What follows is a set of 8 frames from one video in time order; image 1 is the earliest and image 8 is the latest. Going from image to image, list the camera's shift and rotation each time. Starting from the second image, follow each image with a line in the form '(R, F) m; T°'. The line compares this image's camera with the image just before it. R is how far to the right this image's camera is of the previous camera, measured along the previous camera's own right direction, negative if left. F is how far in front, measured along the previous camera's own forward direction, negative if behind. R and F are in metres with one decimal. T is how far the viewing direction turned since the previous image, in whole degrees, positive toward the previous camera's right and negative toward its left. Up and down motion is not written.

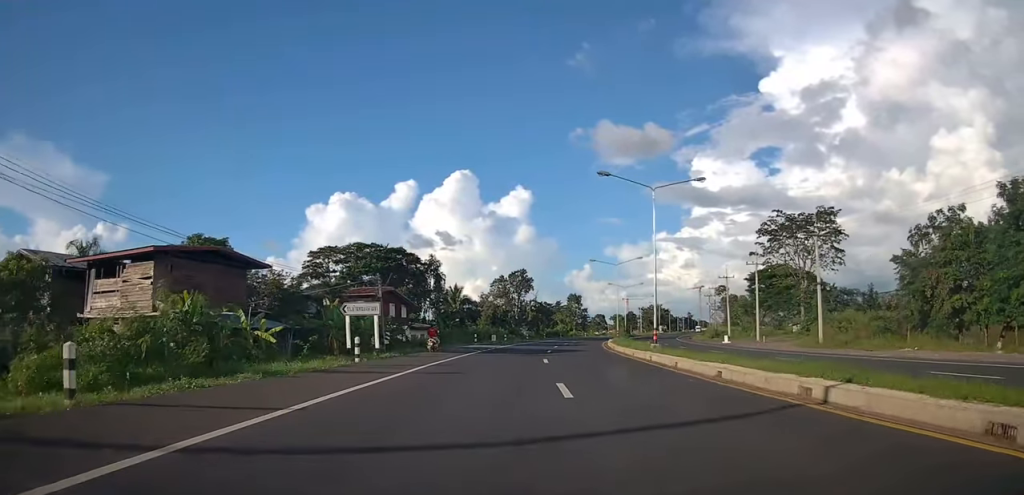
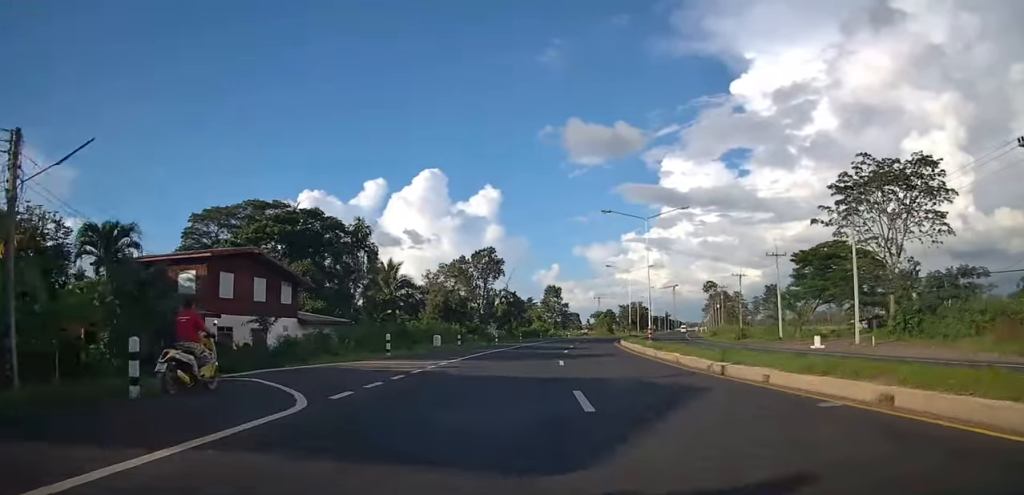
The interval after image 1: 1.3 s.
(+0.7, +27.3) m; +2°
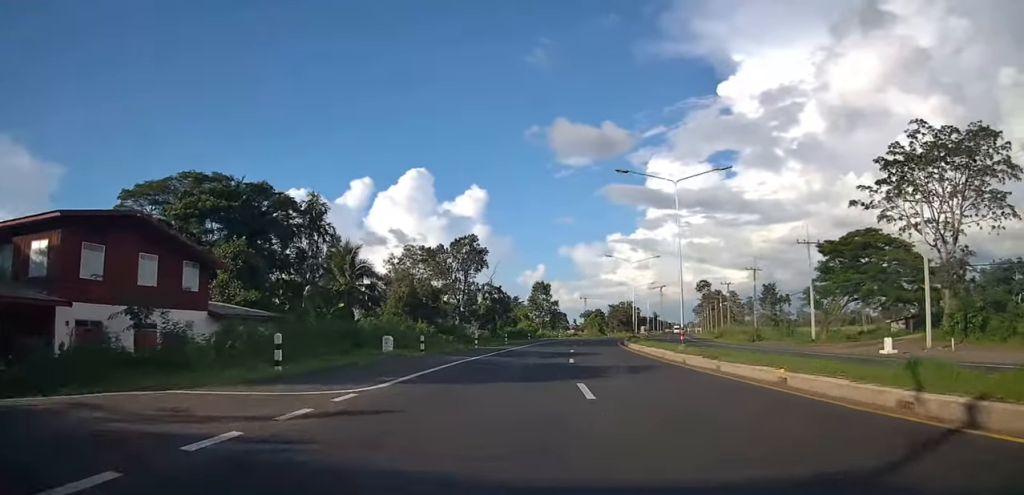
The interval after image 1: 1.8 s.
(0.0, +10.5) m; +1°
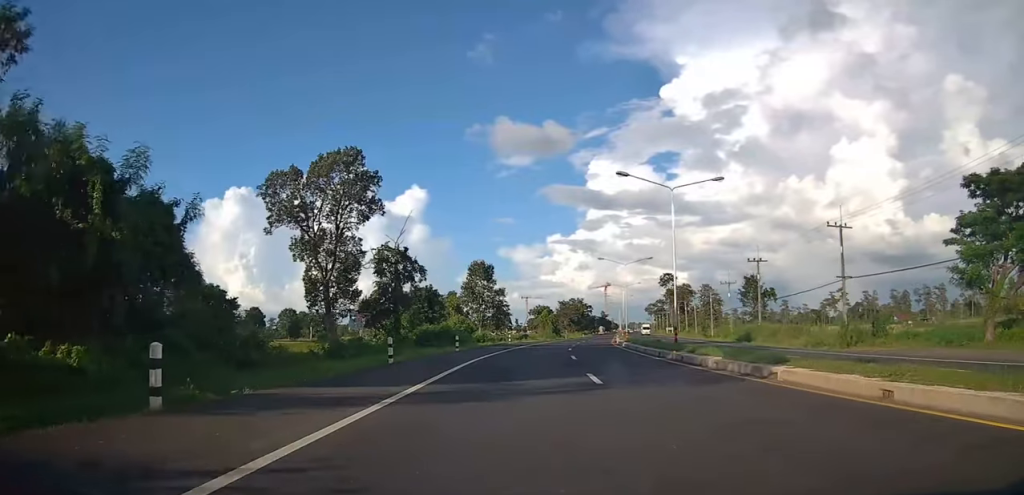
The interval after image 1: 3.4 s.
(+1.6, +34.3) m; +6°
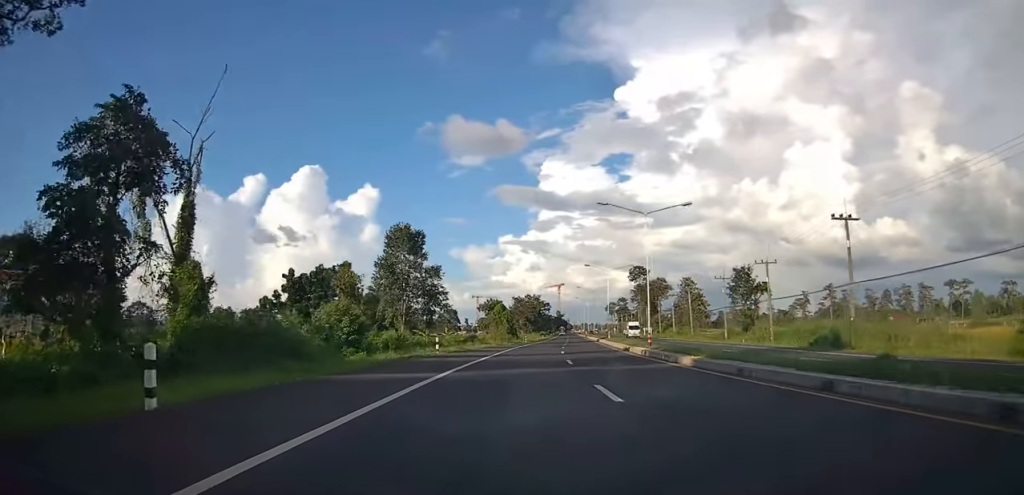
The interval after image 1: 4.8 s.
(+1.1, +28.9) m; +4°
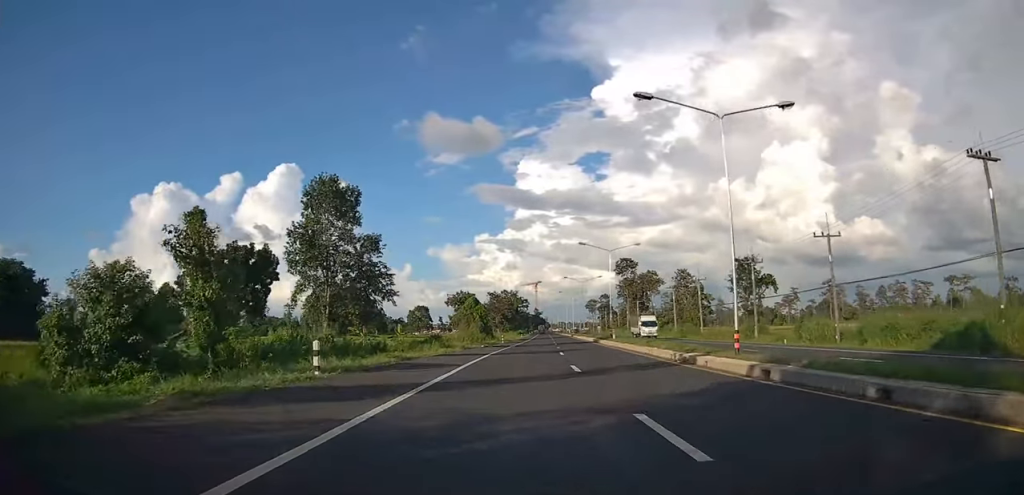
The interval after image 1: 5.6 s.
(+0.3, +17.3) m; +2°
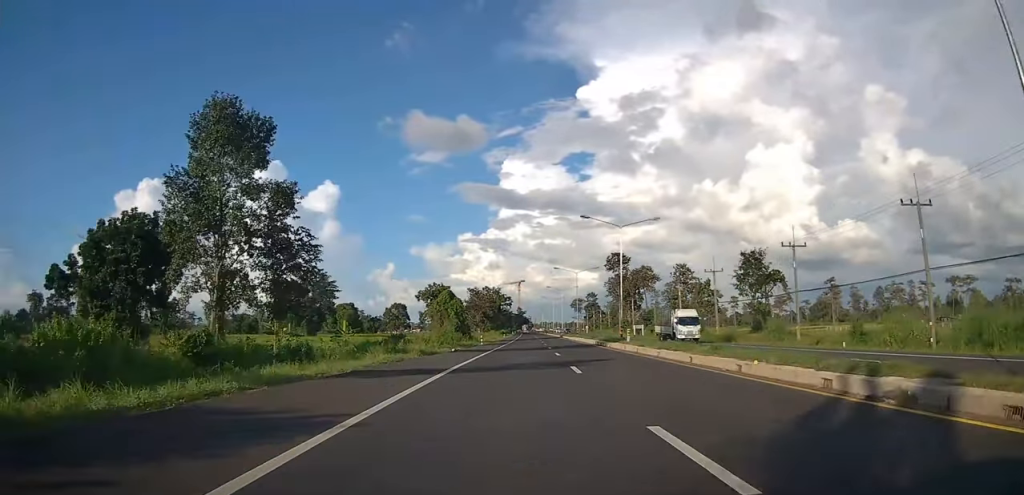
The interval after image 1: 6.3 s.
(+0.4, +13.4) m; +2°
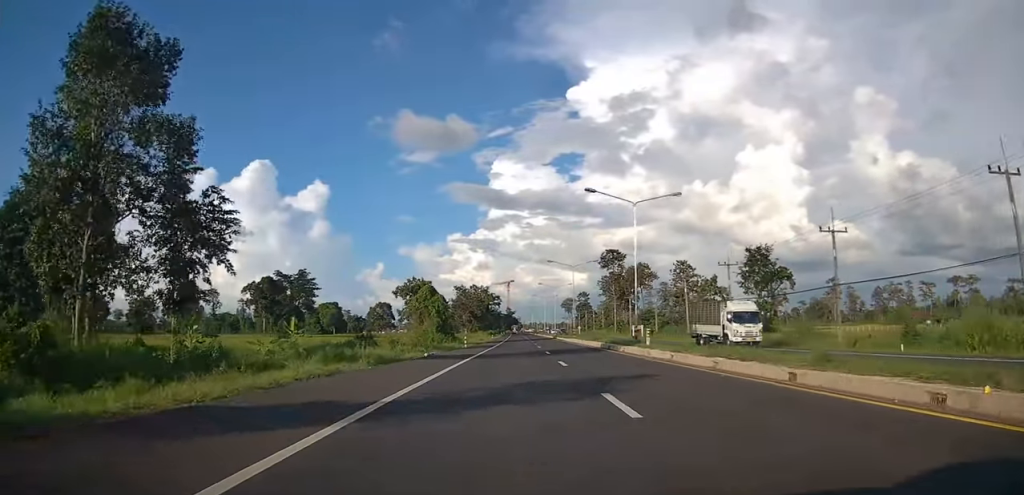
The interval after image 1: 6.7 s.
(0.0, +8.5) m; +1°
